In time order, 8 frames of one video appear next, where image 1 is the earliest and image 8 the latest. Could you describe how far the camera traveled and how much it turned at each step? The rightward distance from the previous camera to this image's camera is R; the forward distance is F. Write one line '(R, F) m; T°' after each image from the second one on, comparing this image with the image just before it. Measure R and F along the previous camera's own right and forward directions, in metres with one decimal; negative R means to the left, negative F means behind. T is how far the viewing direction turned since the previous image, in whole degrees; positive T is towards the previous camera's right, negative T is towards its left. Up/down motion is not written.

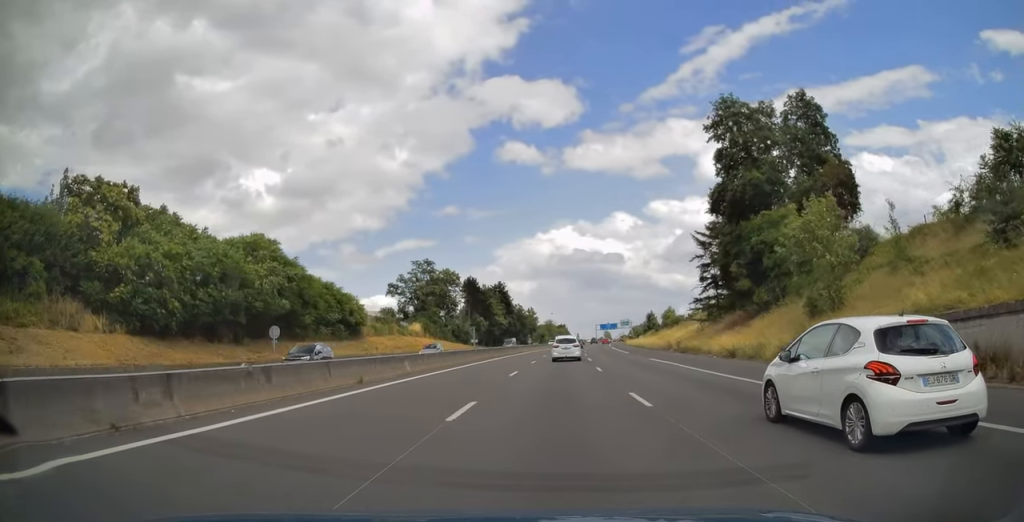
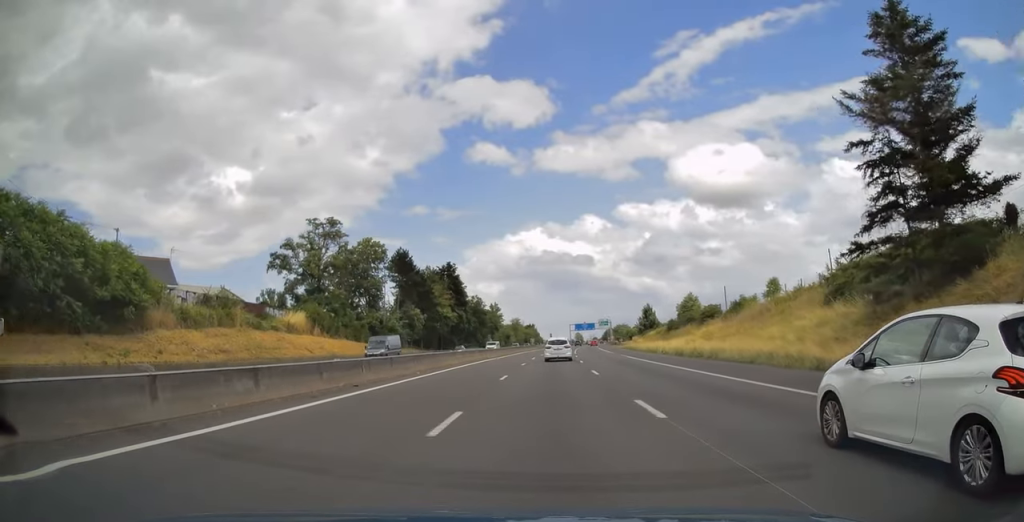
(+1.3, +41.0) m; +3°
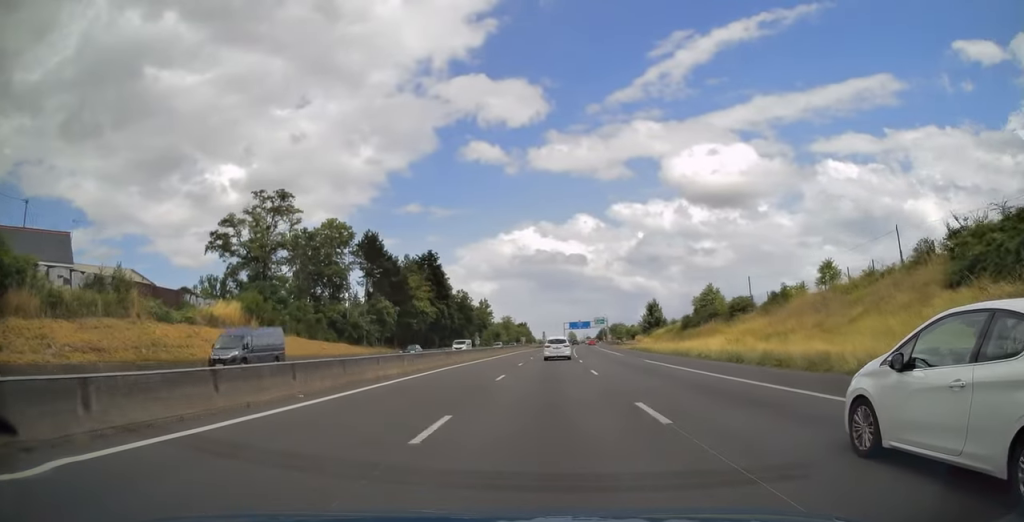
(+0.1, +14.0) m; 0°
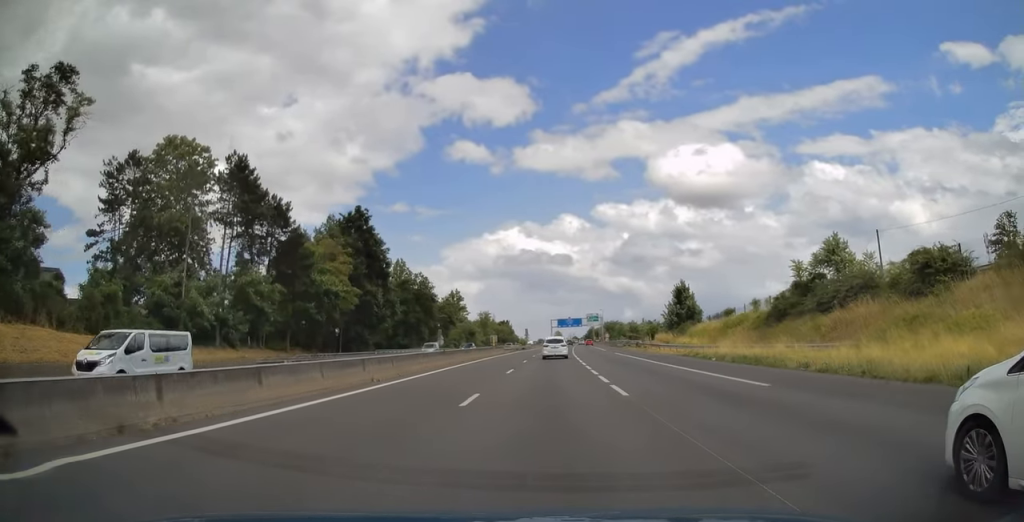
(+0.1, +34.6) m; +1°
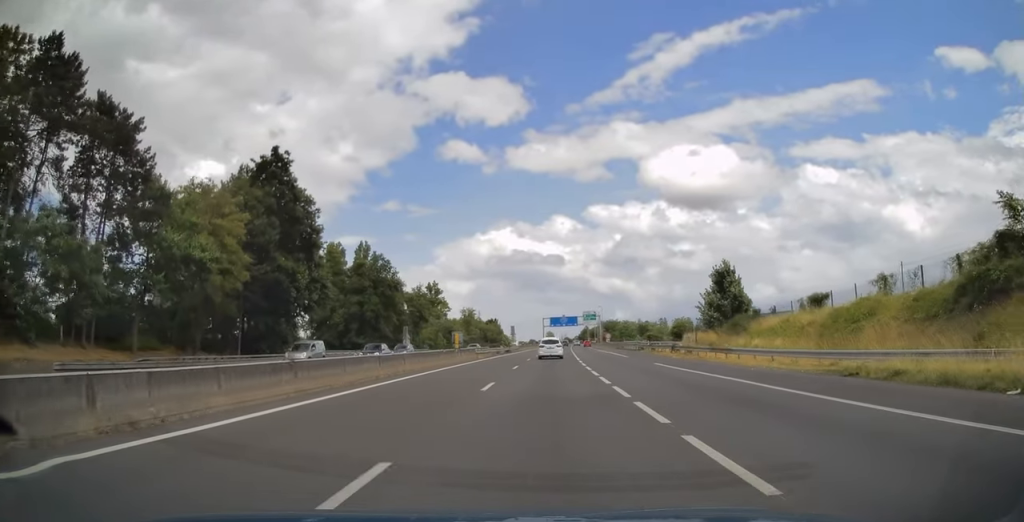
(+0.4, +22.4) m; +1°
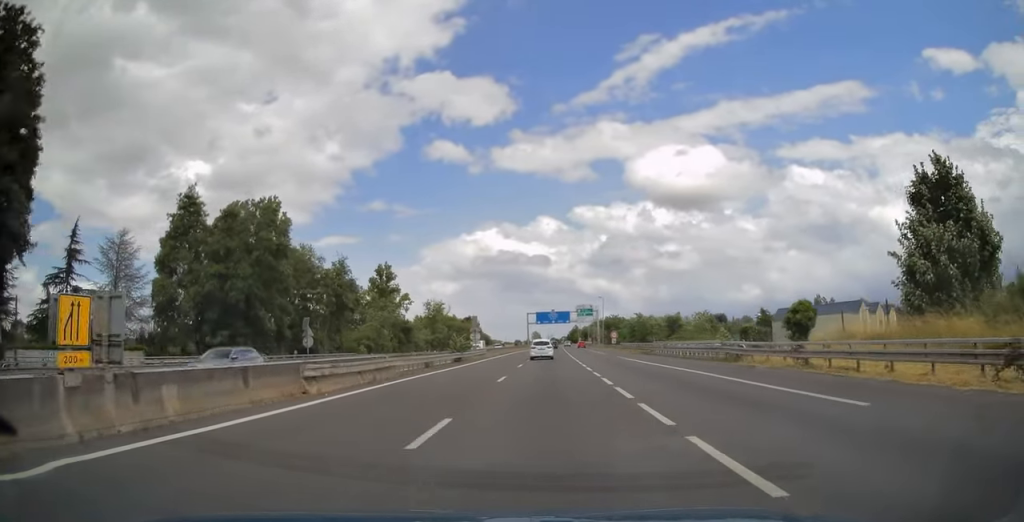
(+0.1, +35.5) m; +1°
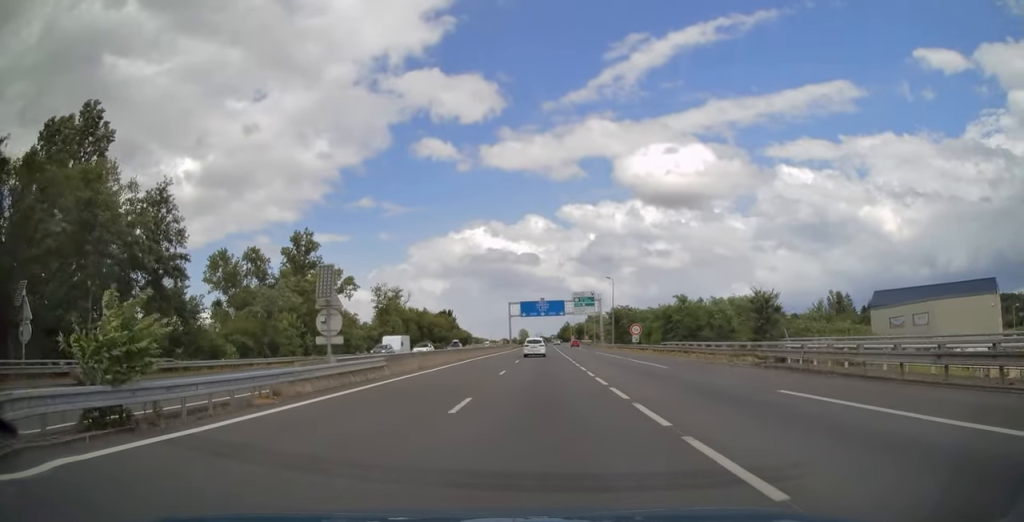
(+0.4, +35.5) m; +1°
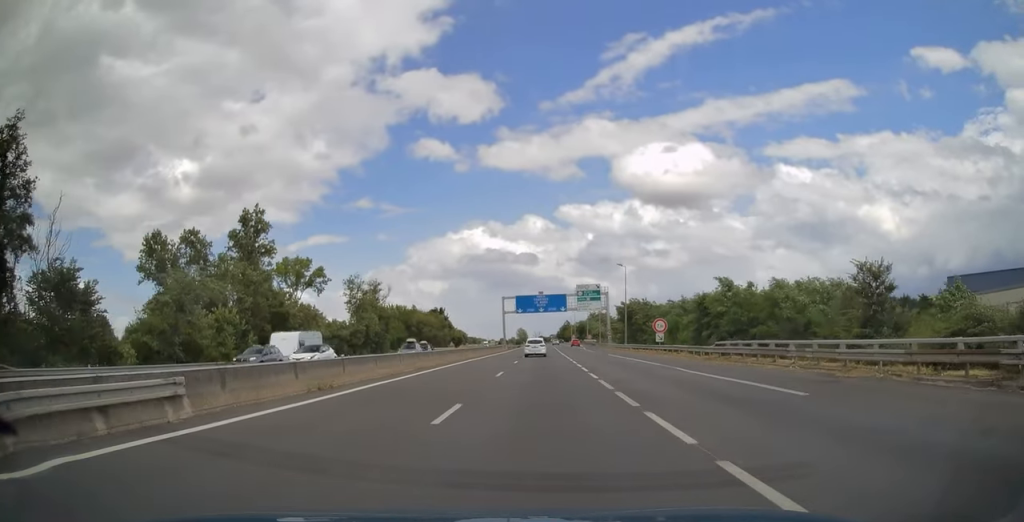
(+0.1, +14.9) m; 0°
